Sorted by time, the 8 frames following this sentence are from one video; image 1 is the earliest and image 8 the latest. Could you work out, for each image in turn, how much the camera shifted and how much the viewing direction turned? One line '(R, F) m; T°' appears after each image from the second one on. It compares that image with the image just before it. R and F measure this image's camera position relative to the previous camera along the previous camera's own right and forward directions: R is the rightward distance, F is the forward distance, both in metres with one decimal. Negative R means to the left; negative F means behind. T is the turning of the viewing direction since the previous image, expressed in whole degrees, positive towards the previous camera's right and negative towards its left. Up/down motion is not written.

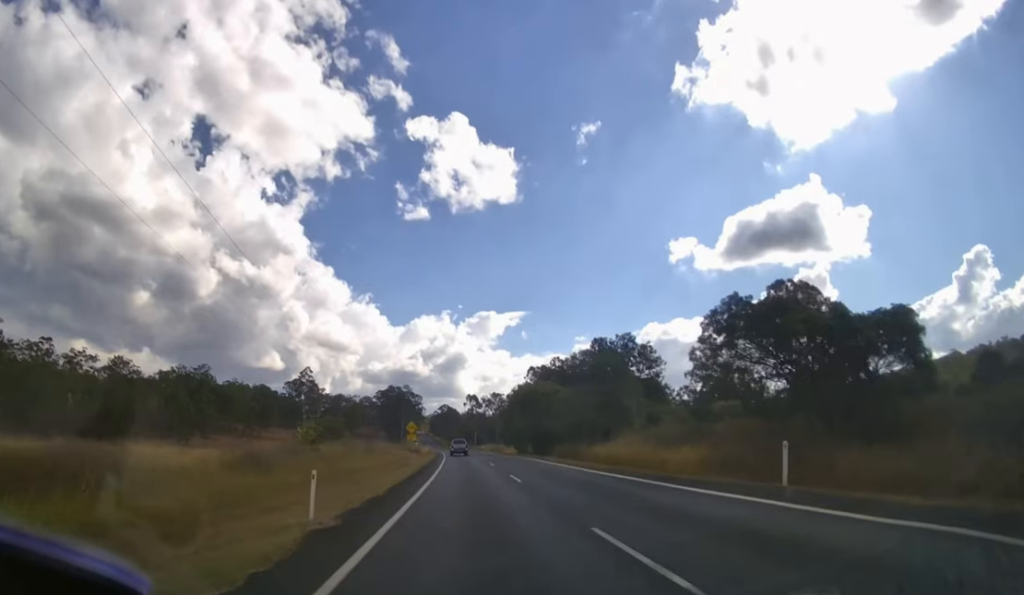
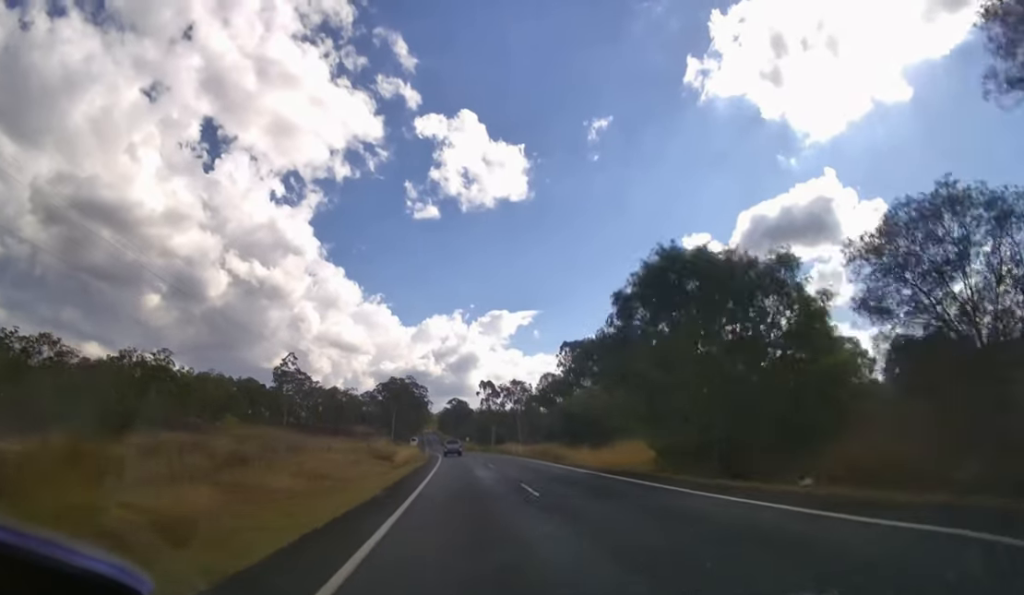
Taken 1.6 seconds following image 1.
(-0.4, +33.8) m; -1°
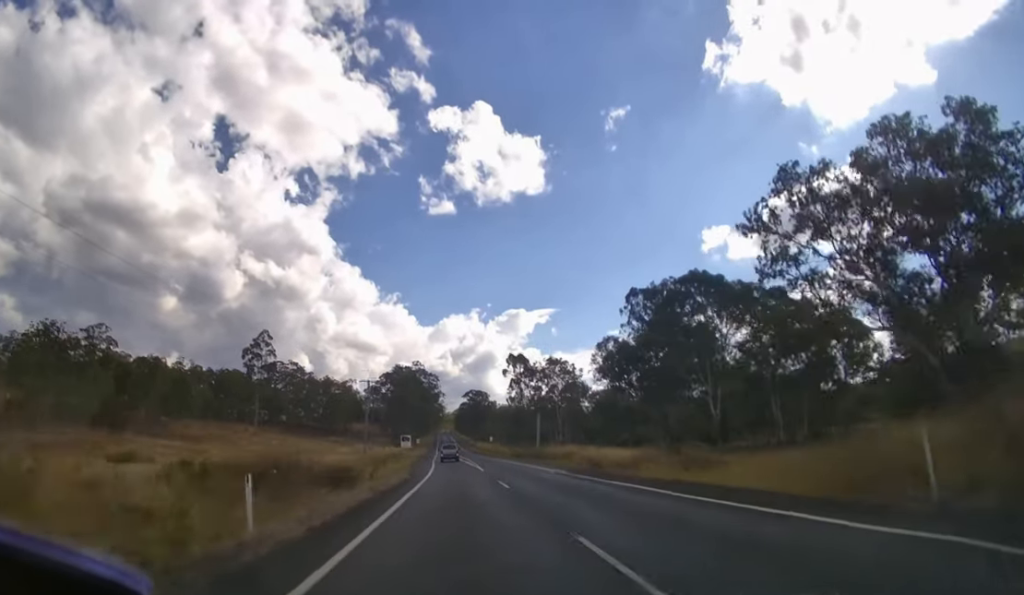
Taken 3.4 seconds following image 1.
(-0.6, +42.5) m; -2°
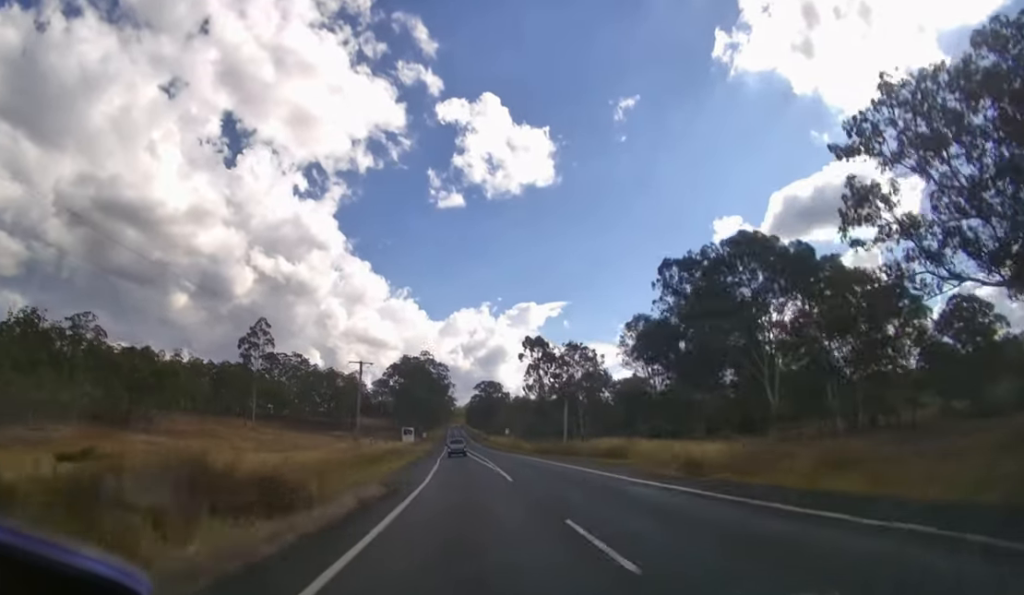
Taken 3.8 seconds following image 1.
(-0.1, +11.1) m; -1°
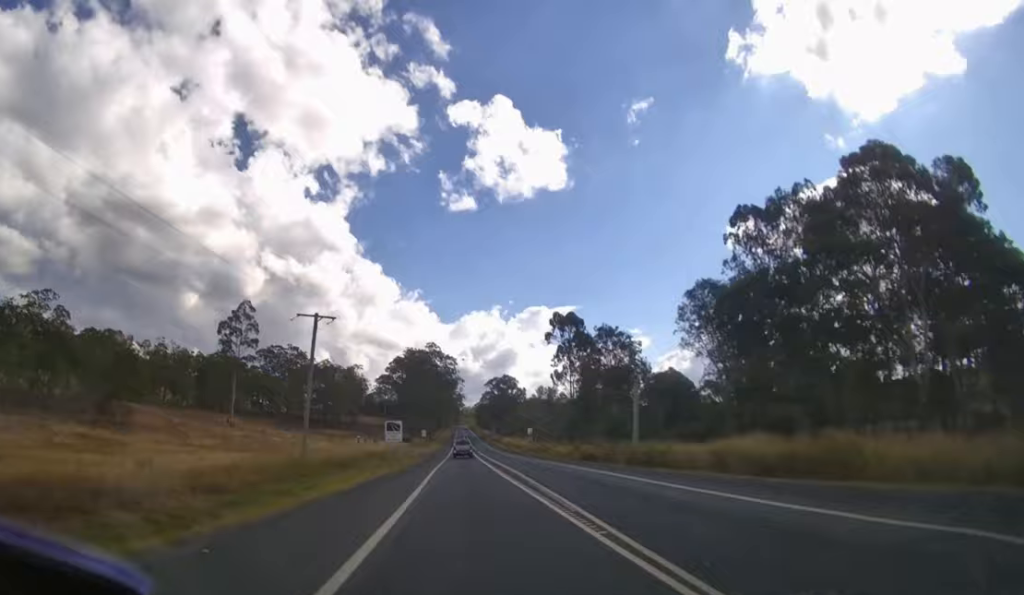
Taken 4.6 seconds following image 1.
(-0.2, +21.2) m; -1°
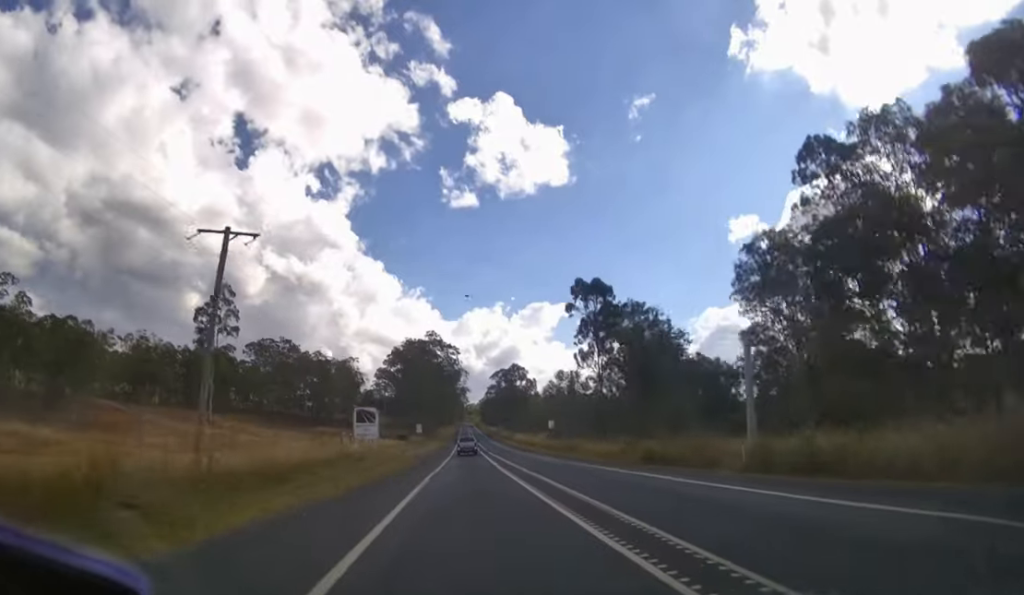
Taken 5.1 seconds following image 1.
(-0.2, +15.0) m; -1°
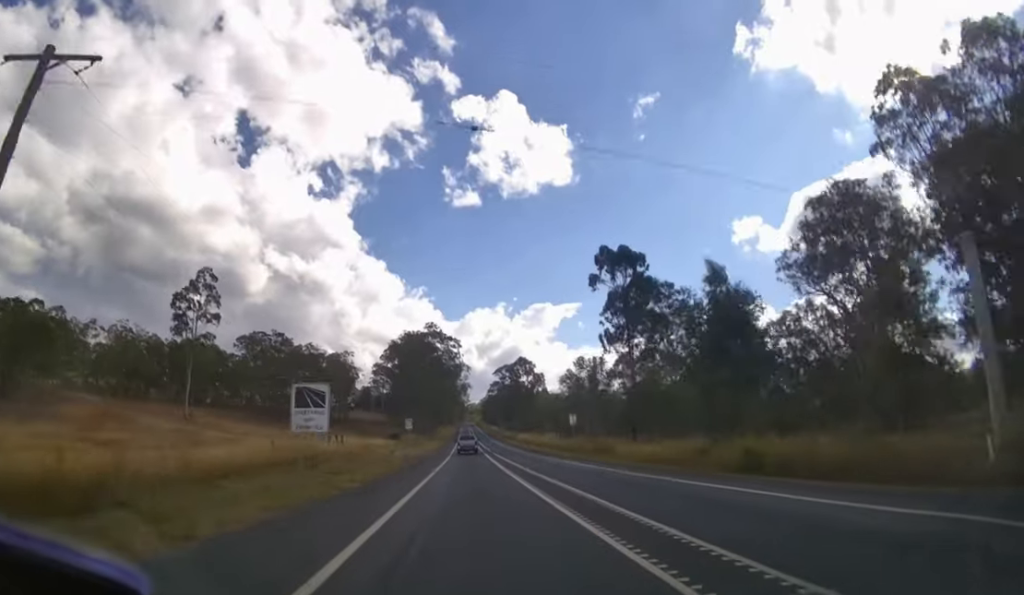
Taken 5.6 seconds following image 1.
(-0.1, +13.2) m; -1°
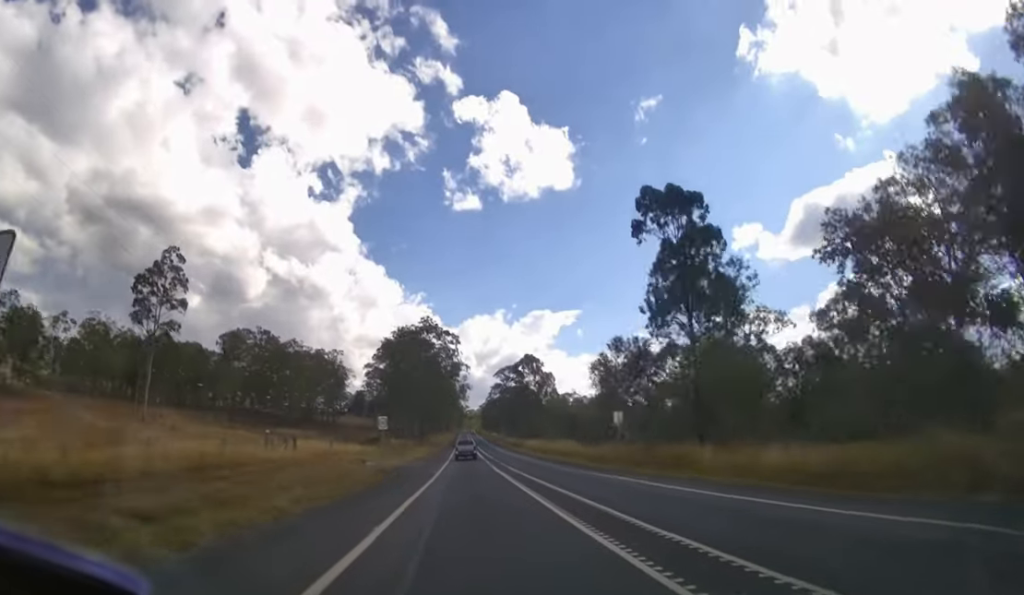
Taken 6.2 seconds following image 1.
(-0.1, +17.2) m; 0°
